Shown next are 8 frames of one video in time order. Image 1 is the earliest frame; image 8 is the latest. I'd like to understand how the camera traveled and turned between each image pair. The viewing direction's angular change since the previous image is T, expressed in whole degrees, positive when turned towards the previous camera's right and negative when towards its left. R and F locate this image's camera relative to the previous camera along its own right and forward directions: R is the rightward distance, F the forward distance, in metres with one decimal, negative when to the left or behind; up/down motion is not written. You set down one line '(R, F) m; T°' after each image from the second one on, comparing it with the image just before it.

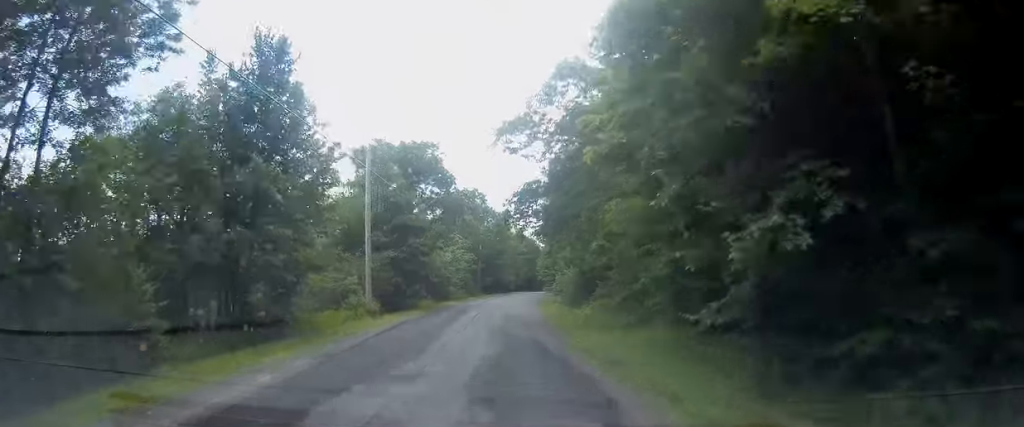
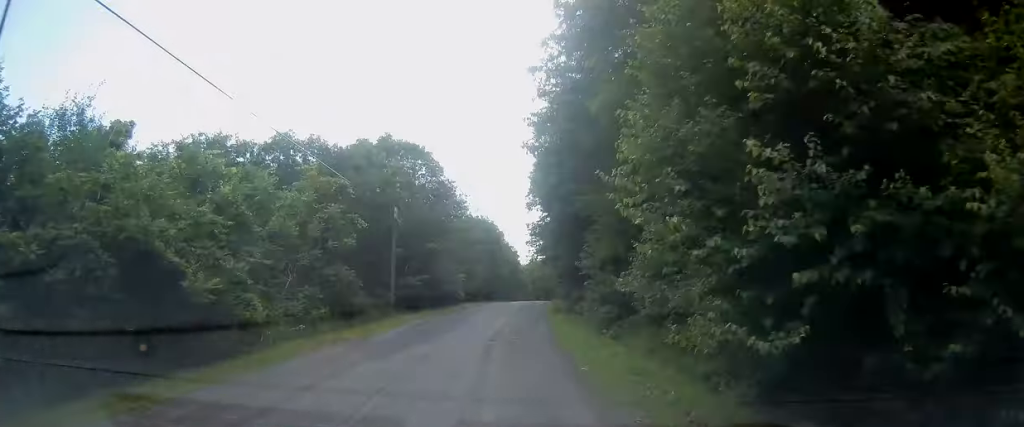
(+0.2, +46.1) m; +2°
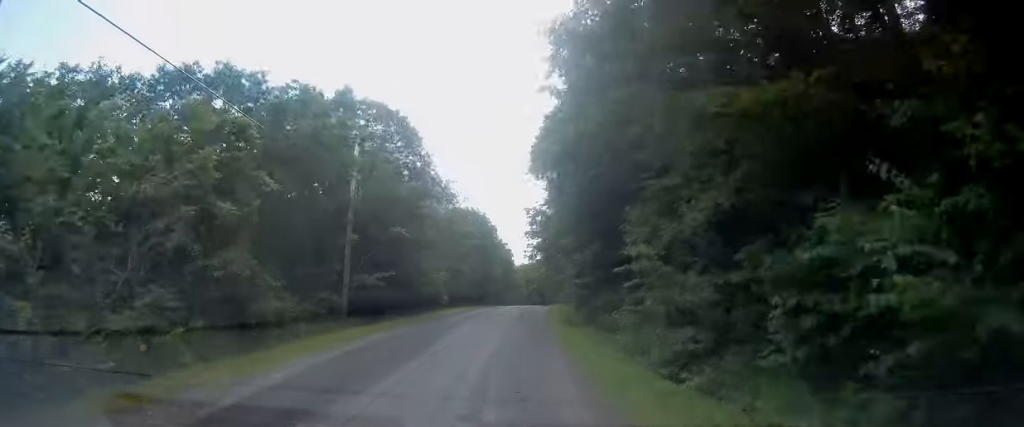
(+0.3, +11.2) m; +1°
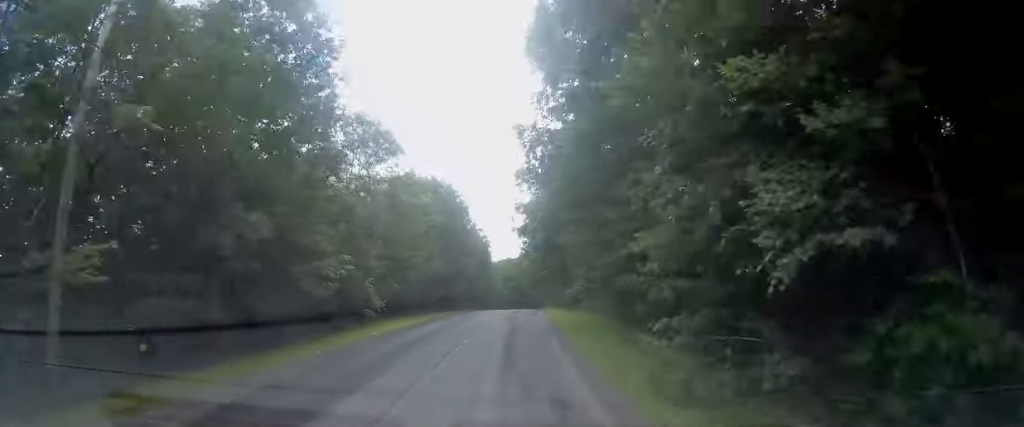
(+0.4, +21.1) m; +2°
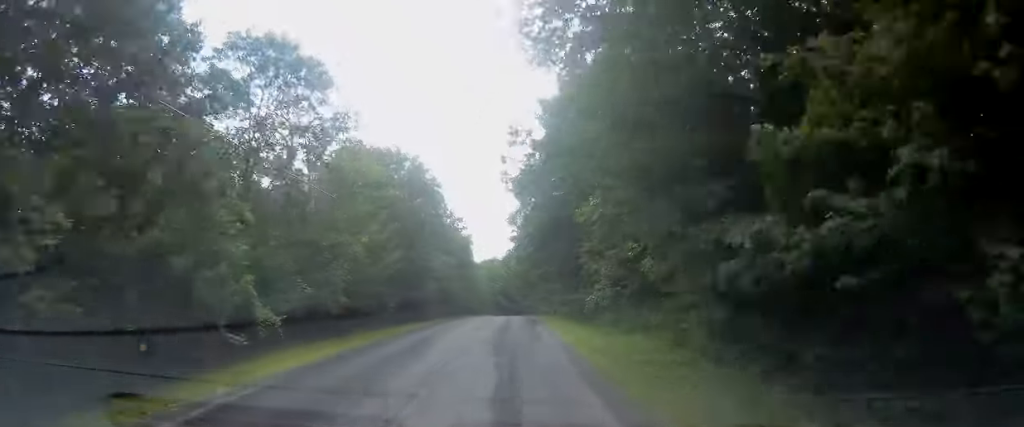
(+0.2, +13.7) m; +1°
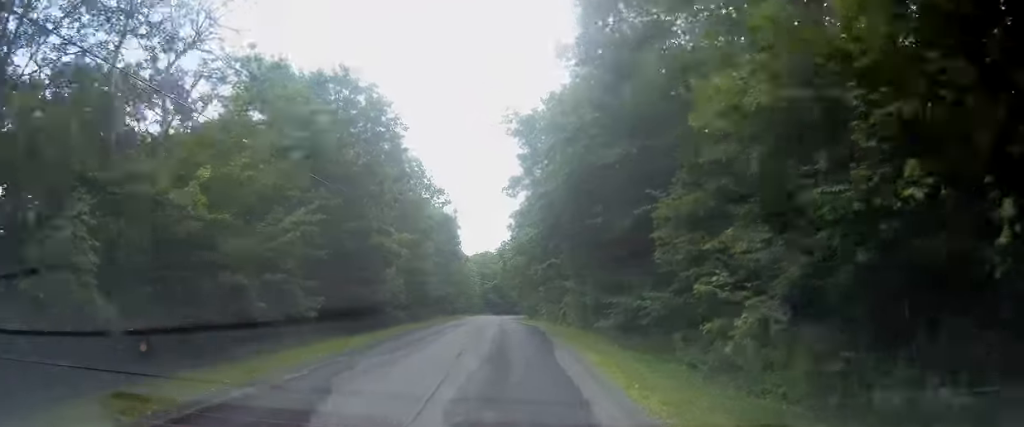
(+0.2, +15.0) m; +1°
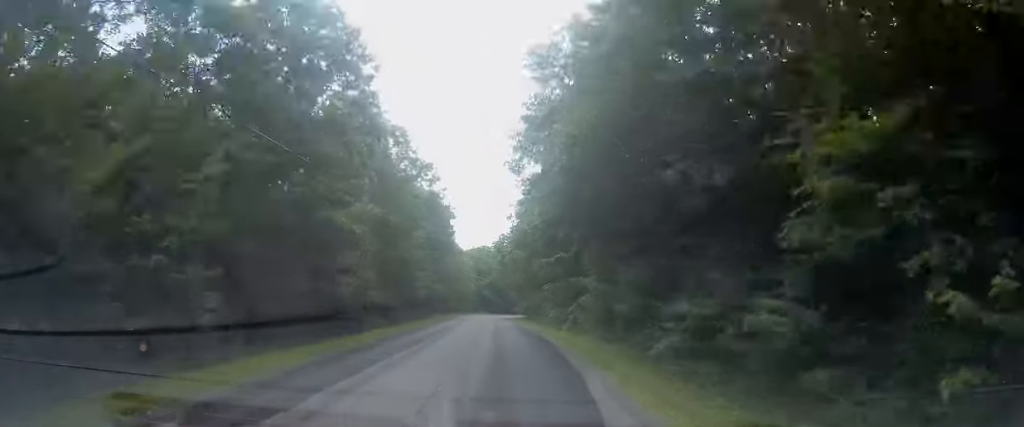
(+0.1, +8.1) m; 0°
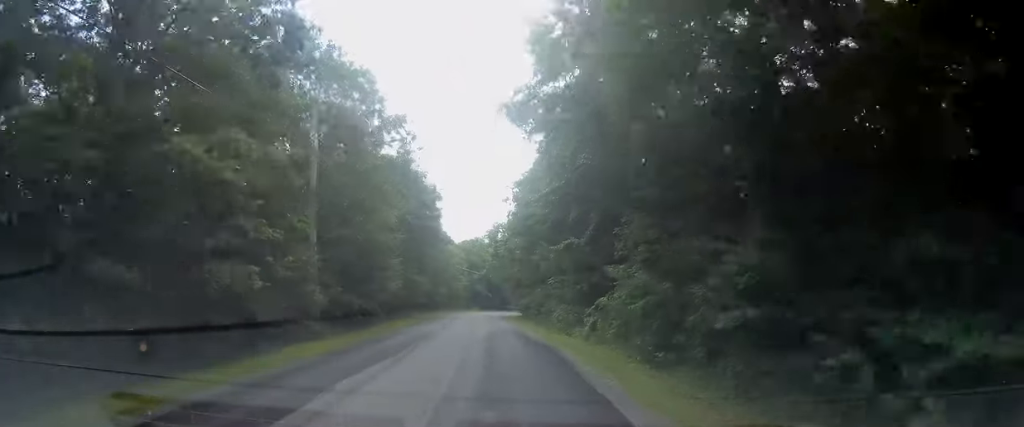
(0.0, +9.3) m; 0°
